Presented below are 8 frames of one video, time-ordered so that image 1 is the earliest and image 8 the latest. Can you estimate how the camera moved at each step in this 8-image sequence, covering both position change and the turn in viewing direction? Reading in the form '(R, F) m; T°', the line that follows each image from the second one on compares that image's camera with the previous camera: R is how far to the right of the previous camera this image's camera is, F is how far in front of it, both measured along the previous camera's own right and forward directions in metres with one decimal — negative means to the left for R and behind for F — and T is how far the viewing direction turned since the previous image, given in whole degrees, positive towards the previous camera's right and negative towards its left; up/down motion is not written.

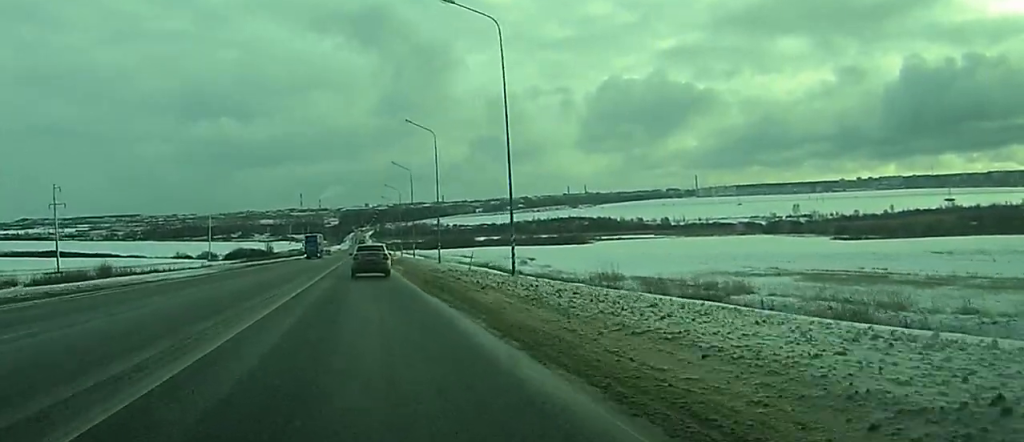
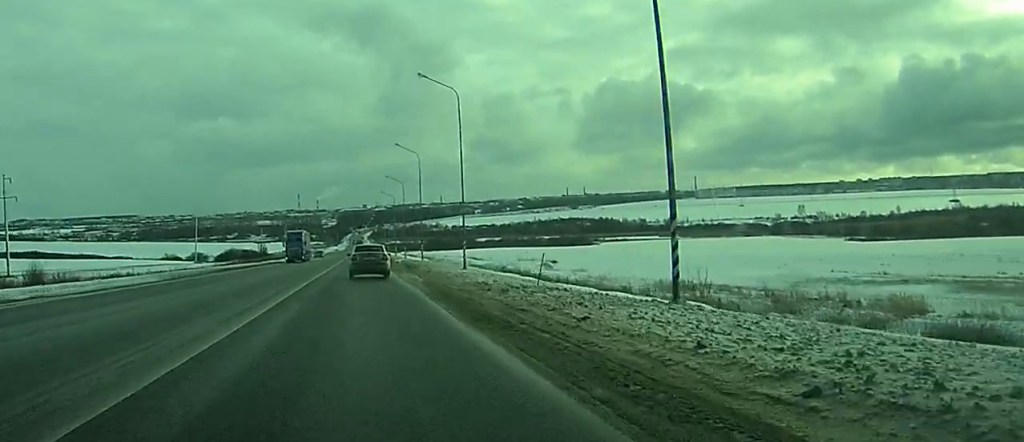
(+0.1, +19.0) m; 0°
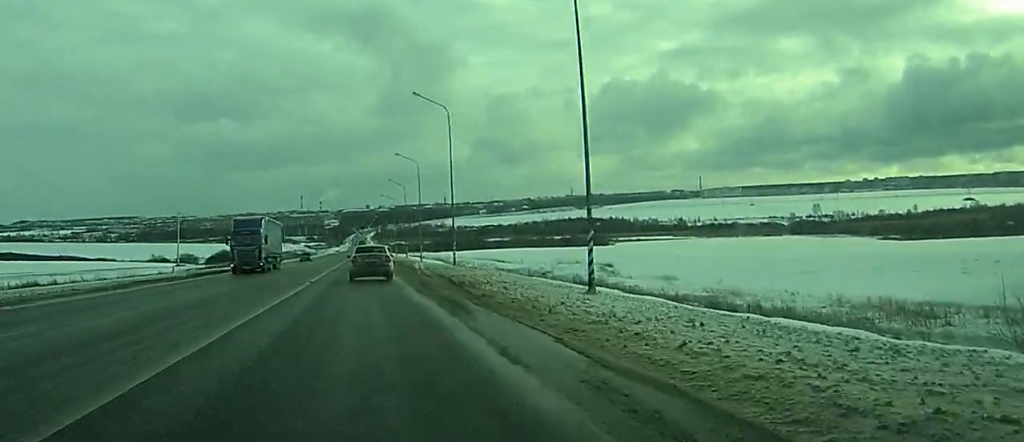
(0.0, +28.5) m; 0°
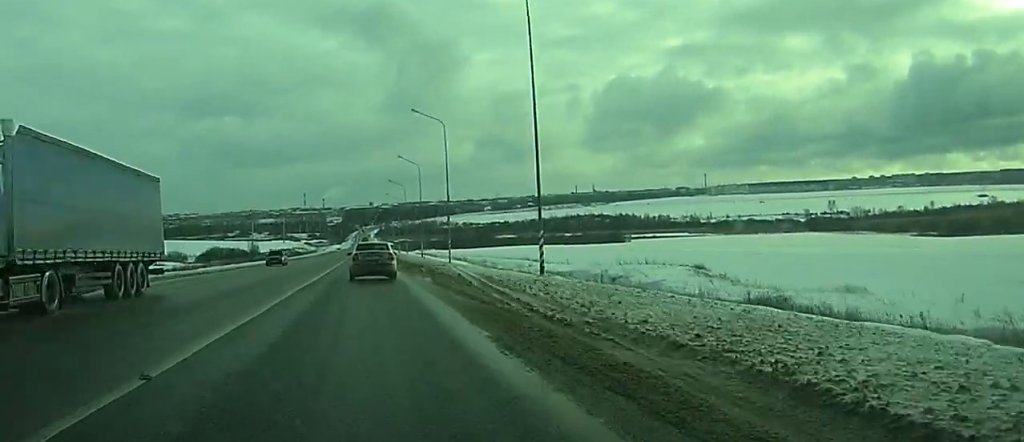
(0.0, +27.7) m; 0°
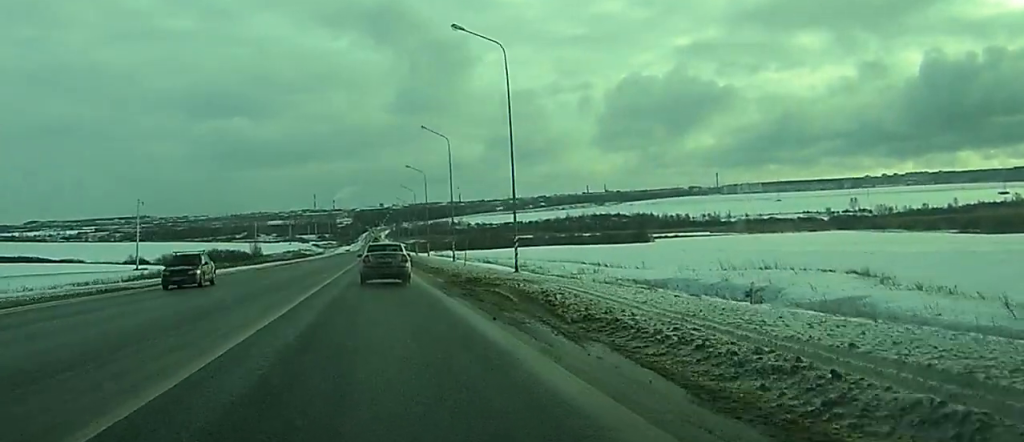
(-0.1, +25.2) m; -1°
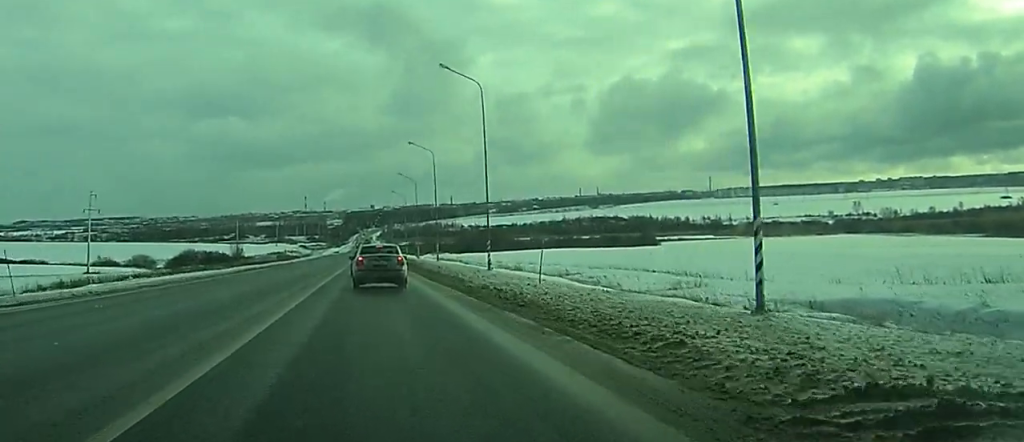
(-0.1, +25.7) m; 0°
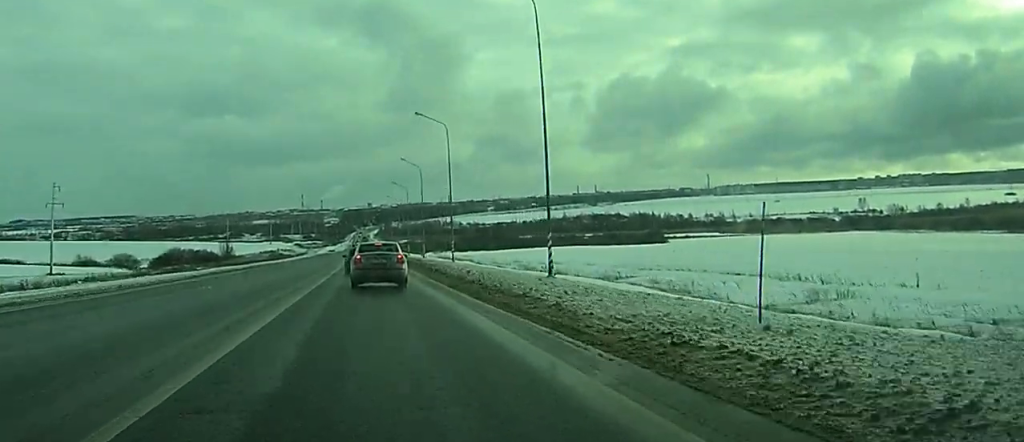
(0.0, +17.0) m; 0°
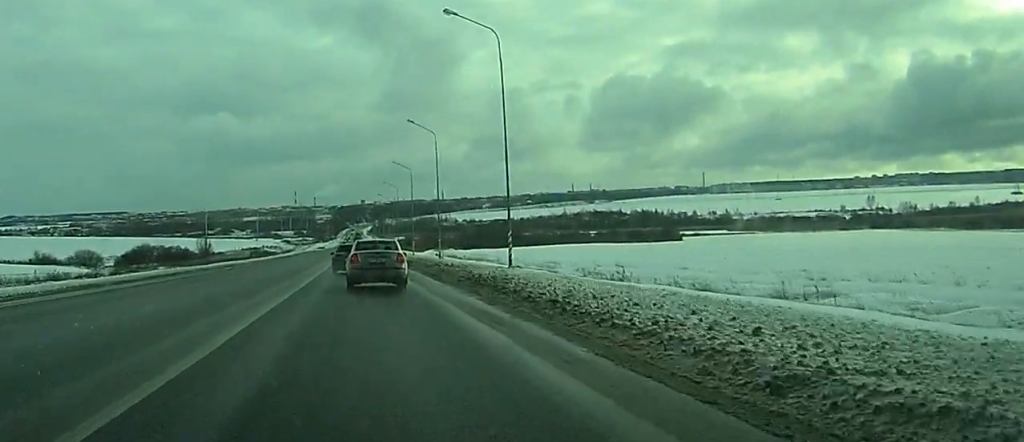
(+0.2, +29.6) m; +1°
